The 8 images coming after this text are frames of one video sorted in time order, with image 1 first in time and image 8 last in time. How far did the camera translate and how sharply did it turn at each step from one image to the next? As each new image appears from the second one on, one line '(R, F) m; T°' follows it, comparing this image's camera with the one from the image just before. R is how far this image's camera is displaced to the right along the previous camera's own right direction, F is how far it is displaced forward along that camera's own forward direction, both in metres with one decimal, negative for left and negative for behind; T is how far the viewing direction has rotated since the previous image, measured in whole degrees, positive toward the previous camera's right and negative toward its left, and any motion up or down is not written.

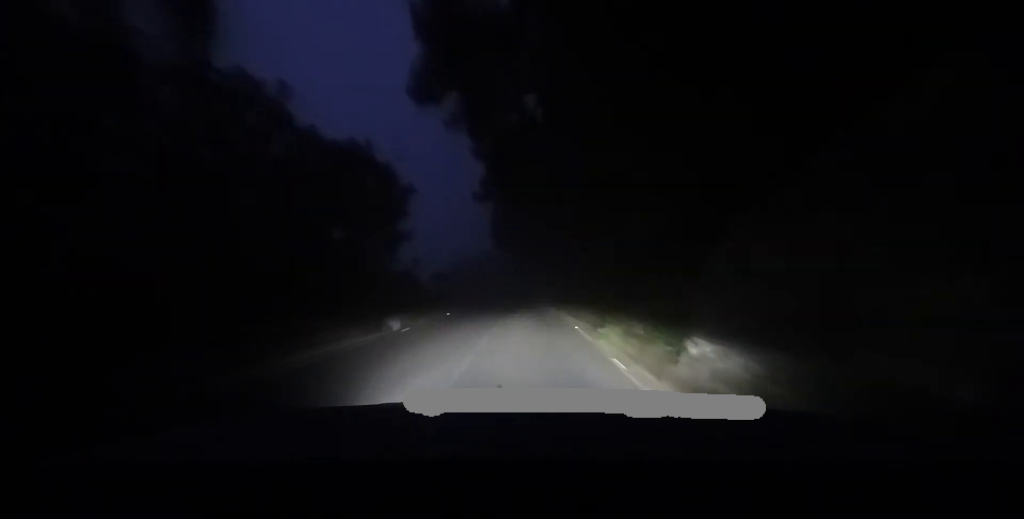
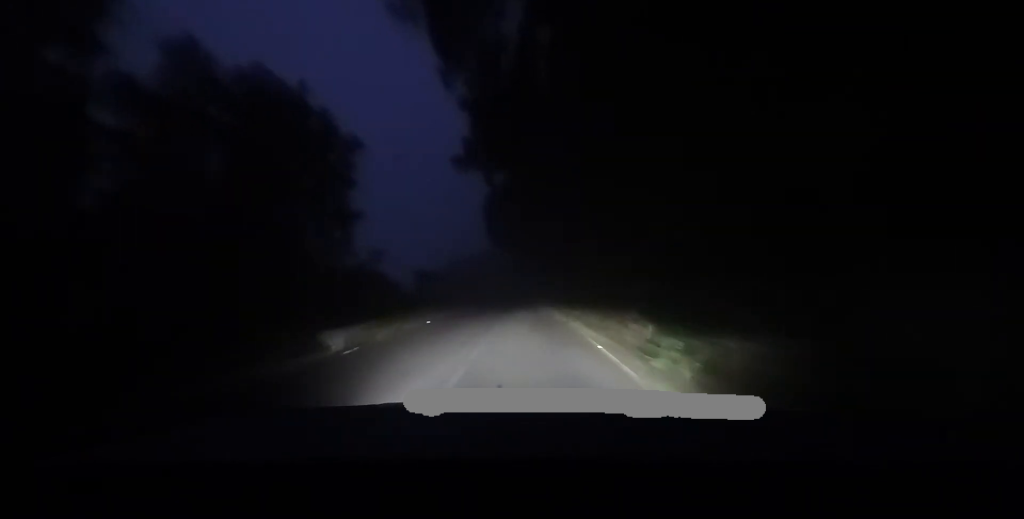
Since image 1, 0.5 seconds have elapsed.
(+0.4, +4.7) m; +2°
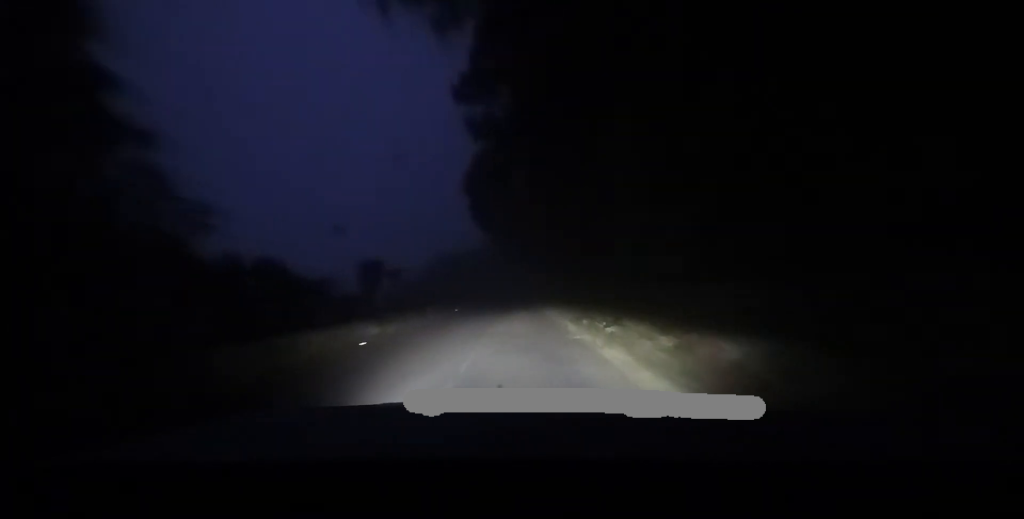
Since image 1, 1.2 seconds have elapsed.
(+0.7, +7.4) m; +3°
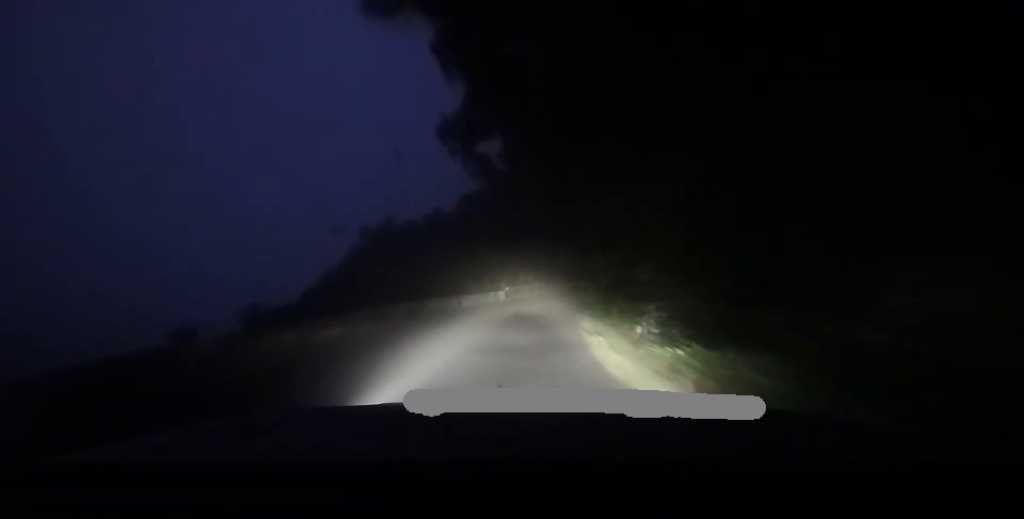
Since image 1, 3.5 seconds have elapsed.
(-0.9, +22.0) m; -3°
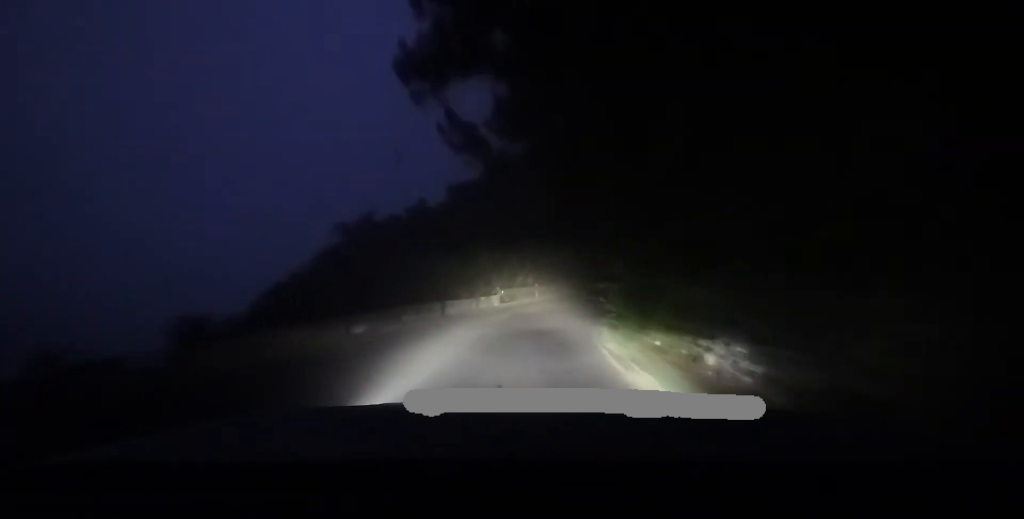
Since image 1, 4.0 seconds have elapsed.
(-0.1, +3.8) m; -1°
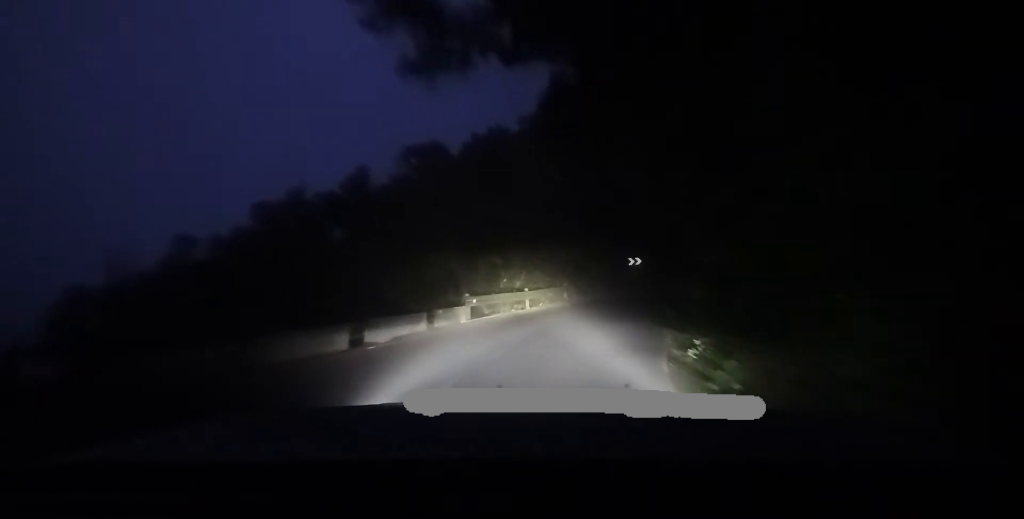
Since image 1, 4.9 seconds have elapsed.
(+0.1, +7.3) m; +5°
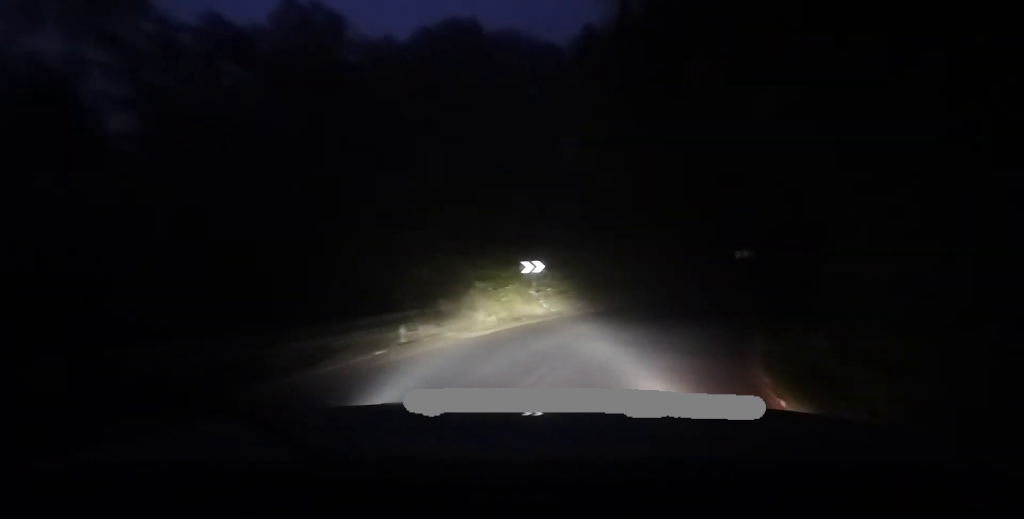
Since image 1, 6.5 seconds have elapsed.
(+2.0, +9.6) m; +31°
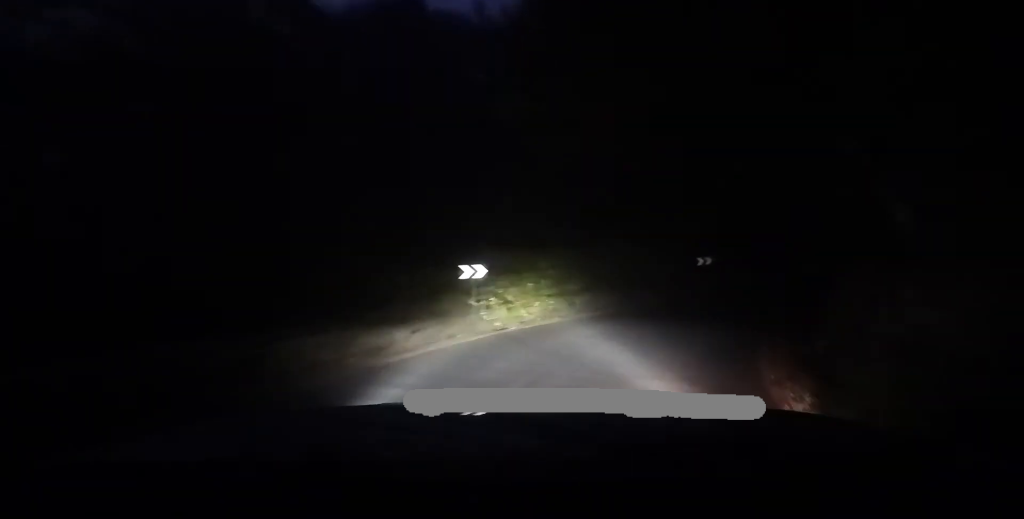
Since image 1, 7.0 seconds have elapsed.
(0.0, +2.5) m; +13°
